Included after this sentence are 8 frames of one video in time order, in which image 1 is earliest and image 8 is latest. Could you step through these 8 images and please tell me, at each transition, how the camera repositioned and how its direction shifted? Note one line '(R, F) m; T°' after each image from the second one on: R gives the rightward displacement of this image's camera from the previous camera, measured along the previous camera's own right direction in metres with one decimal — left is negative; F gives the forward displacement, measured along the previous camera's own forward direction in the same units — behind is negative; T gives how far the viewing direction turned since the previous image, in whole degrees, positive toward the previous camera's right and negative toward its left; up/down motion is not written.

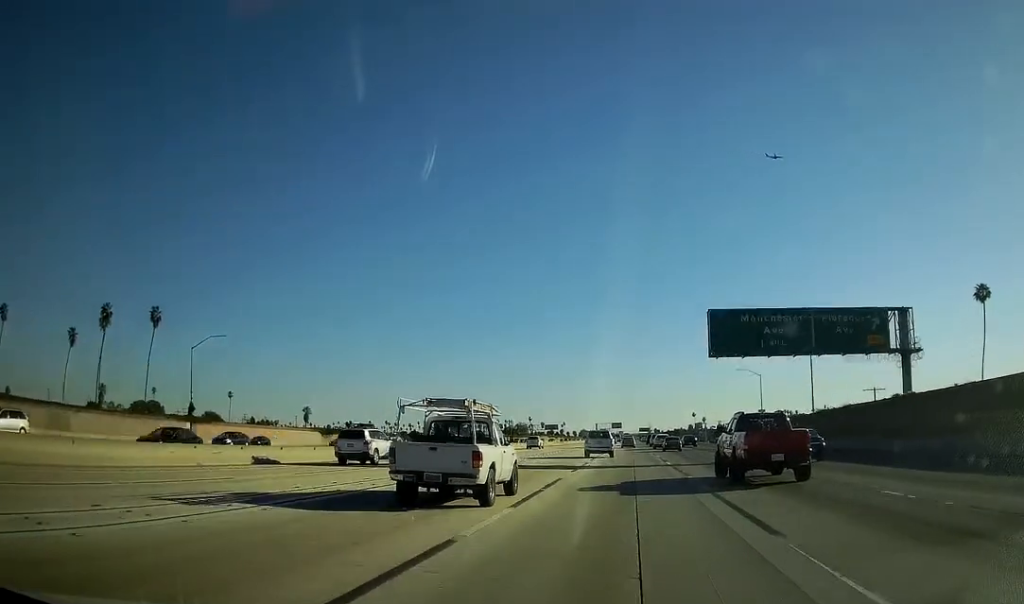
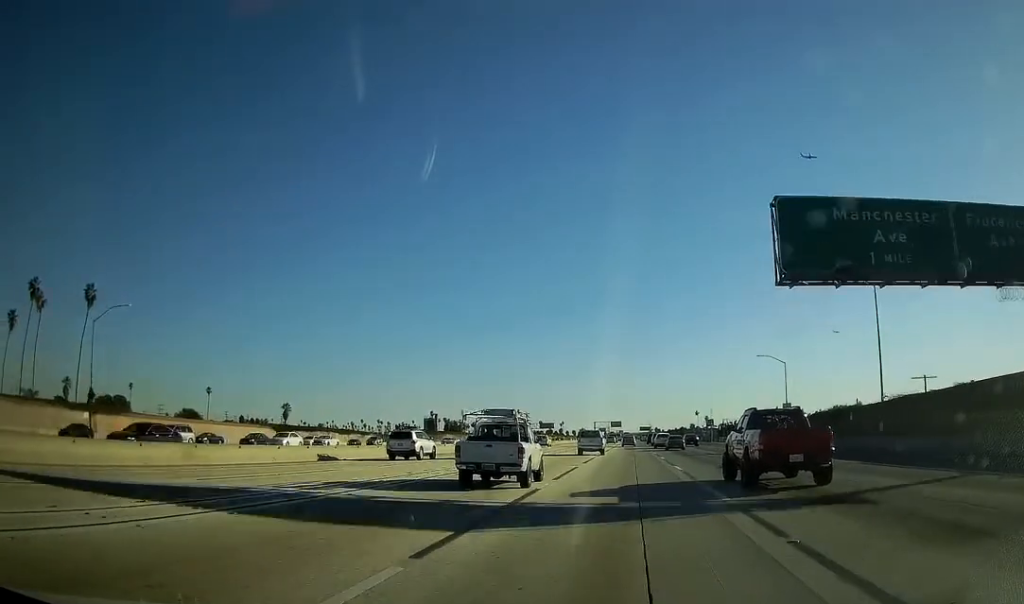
(-0.6, +19.8) m; 0°
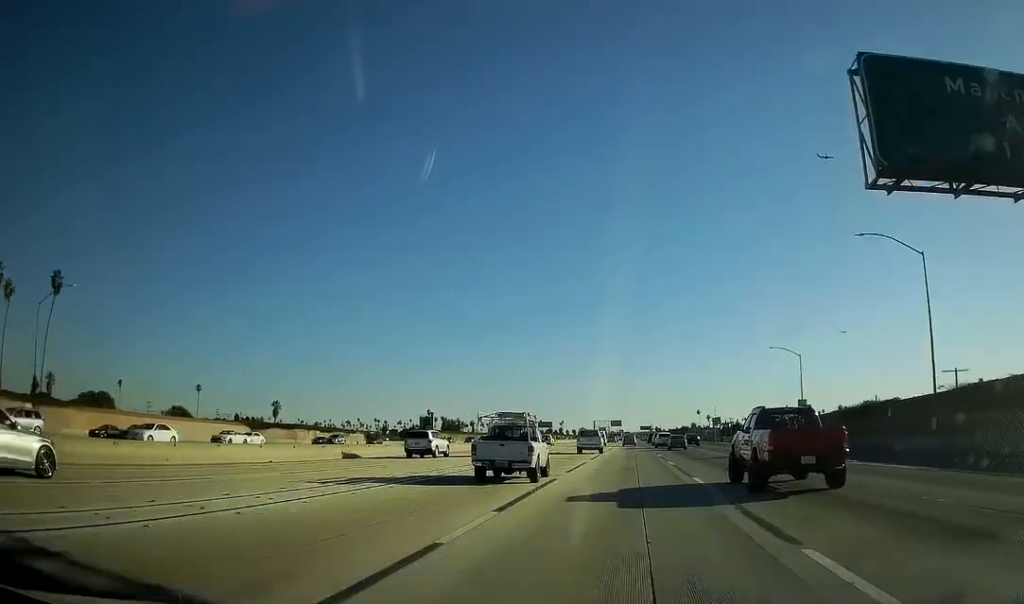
(-0.1, +10.0) m; 0°
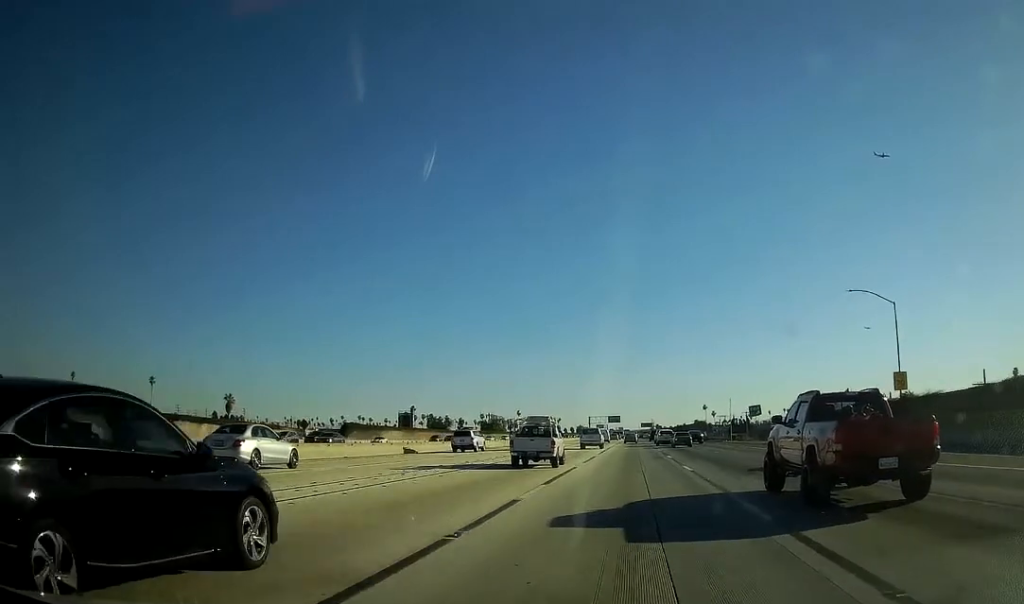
(+0.9, +36.7) m; +1°
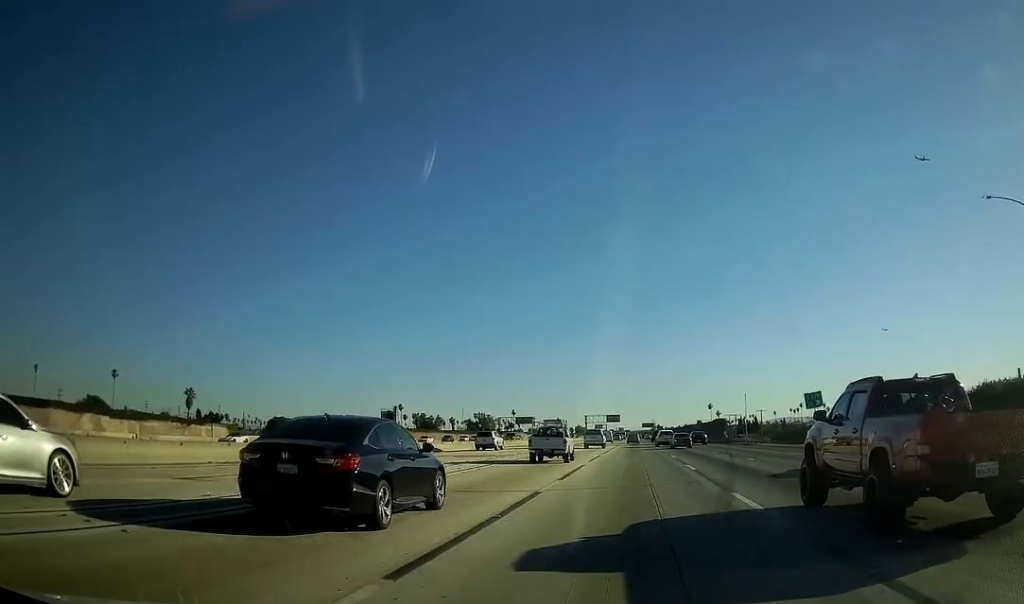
(0.0, +26.9) m; 0°
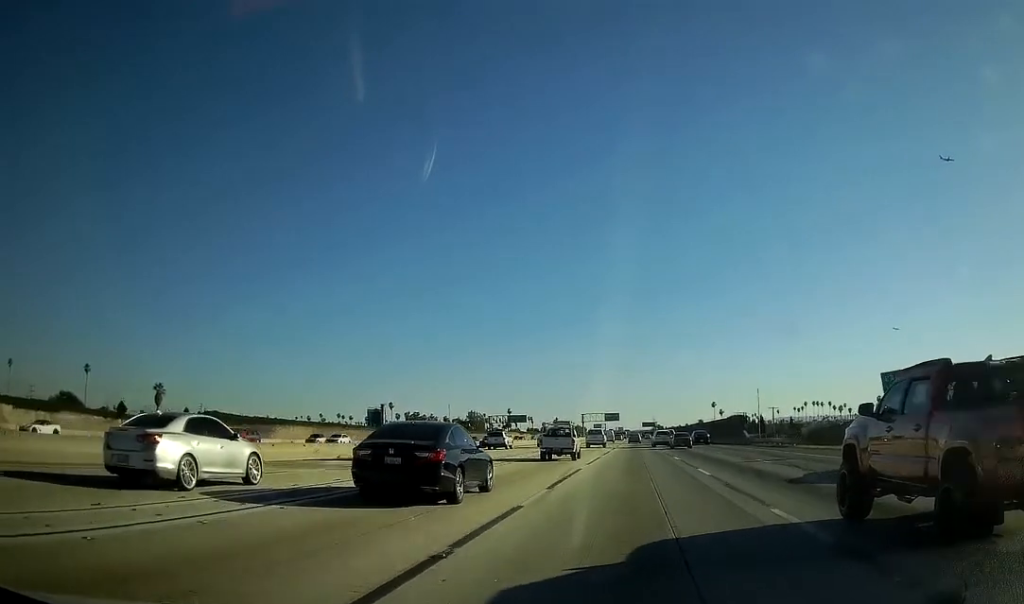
(0.0, +18.3) m; 0°
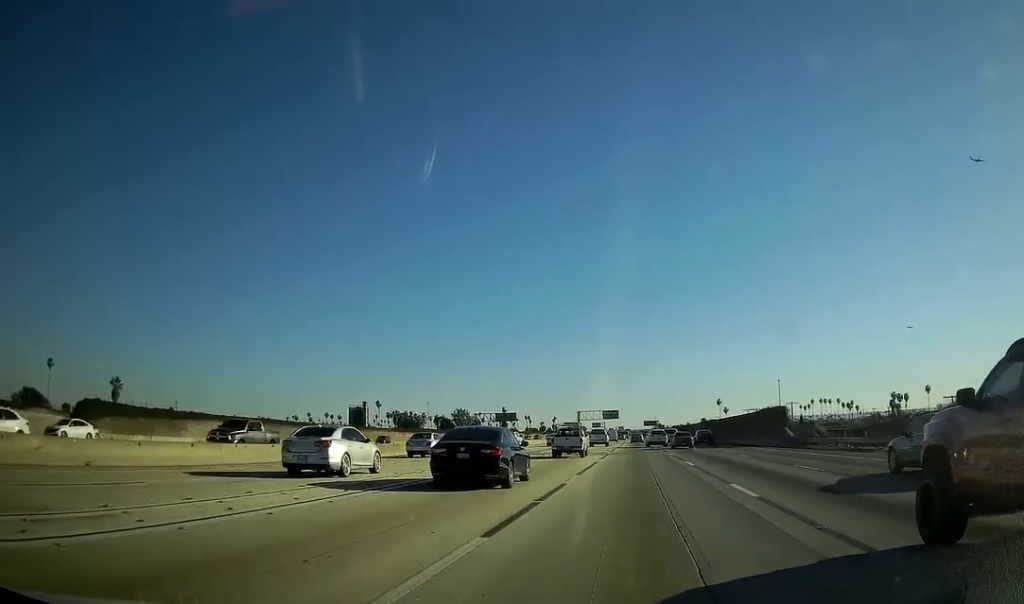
(0.0, +22.0) m; 0°
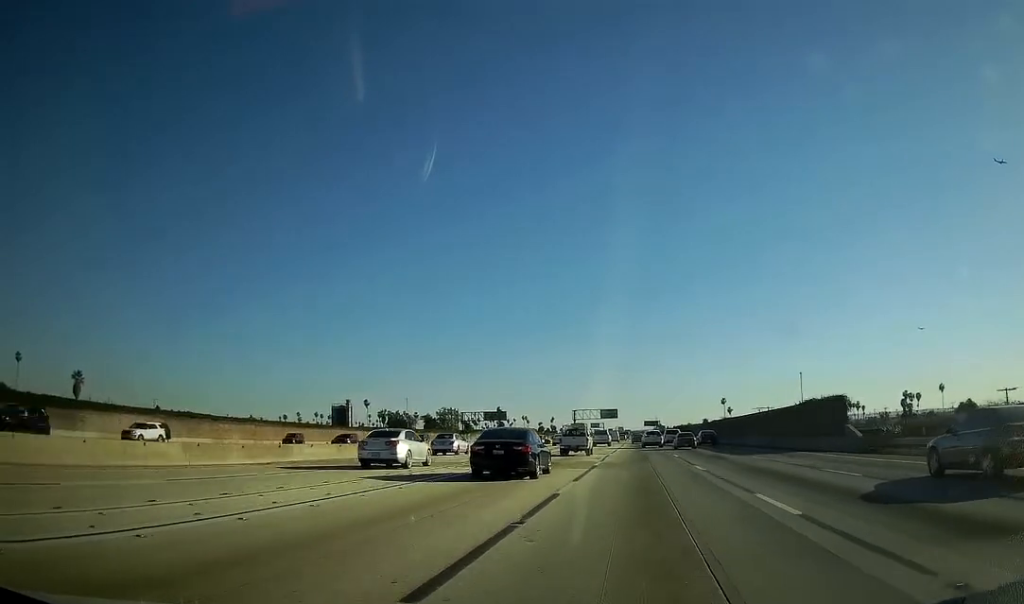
(0.0, +18.6) m; 0°
